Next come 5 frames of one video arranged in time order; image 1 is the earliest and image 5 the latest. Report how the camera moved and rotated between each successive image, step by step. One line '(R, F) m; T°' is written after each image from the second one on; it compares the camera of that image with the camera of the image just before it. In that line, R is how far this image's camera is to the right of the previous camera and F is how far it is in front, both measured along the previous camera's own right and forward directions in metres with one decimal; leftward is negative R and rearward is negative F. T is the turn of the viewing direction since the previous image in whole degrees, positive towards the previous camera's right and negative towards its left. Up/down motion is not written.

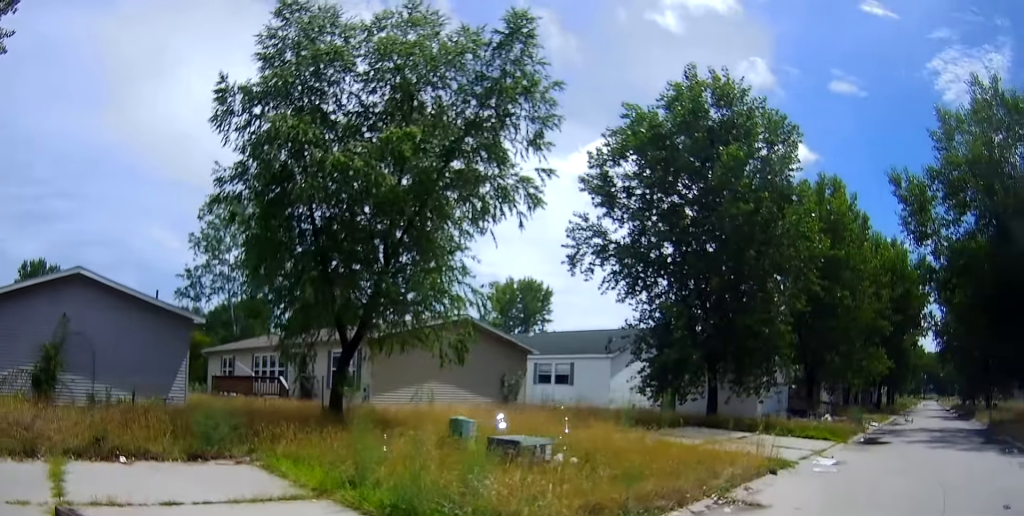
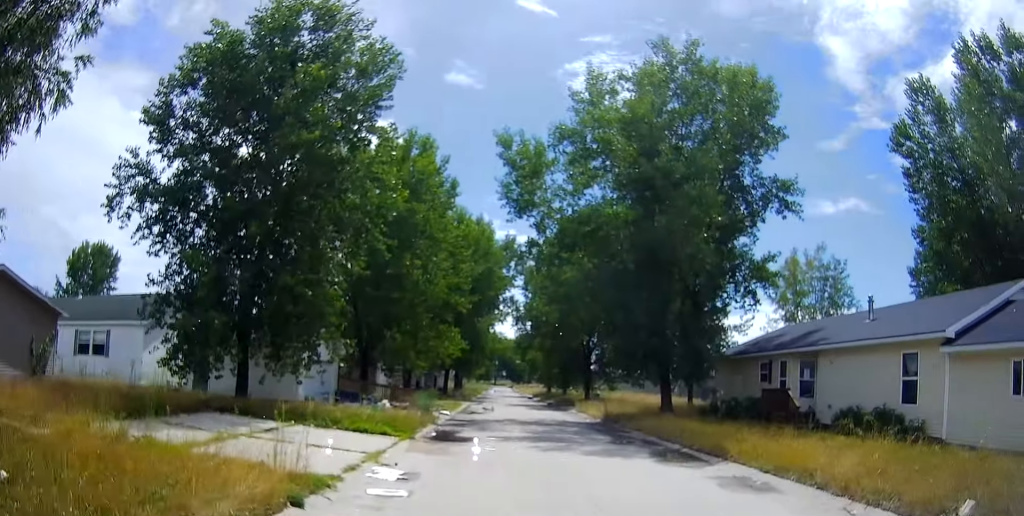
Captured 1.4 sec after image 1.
(+1.9, +3.6) m; +41°
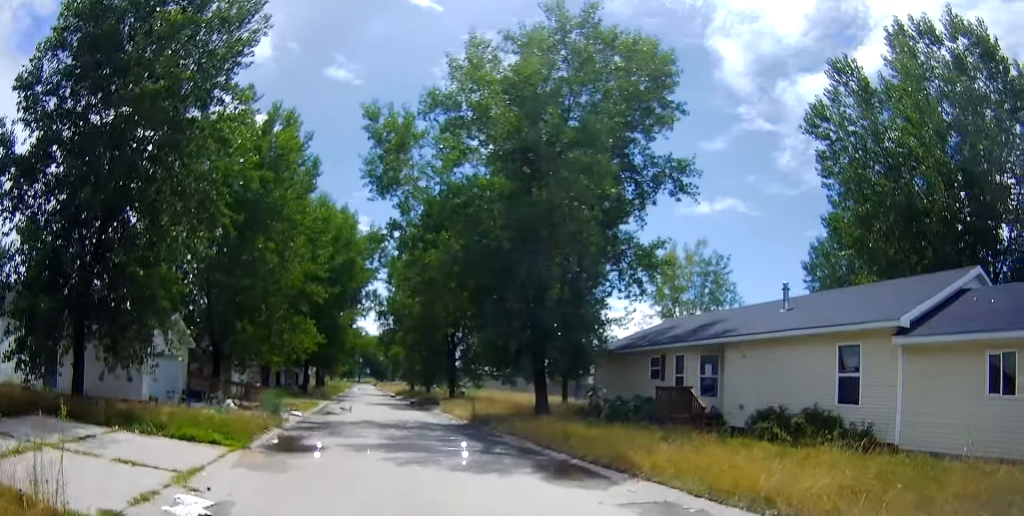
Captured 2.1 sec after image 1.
(0.0, +2.8) m; +8°
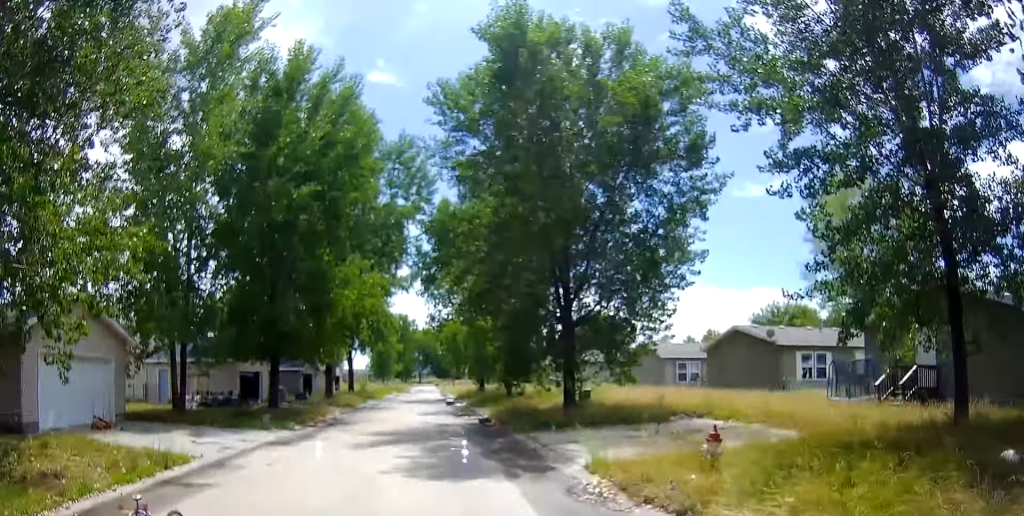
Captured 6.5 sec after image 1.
(+0.2, +25.1) m; -1°
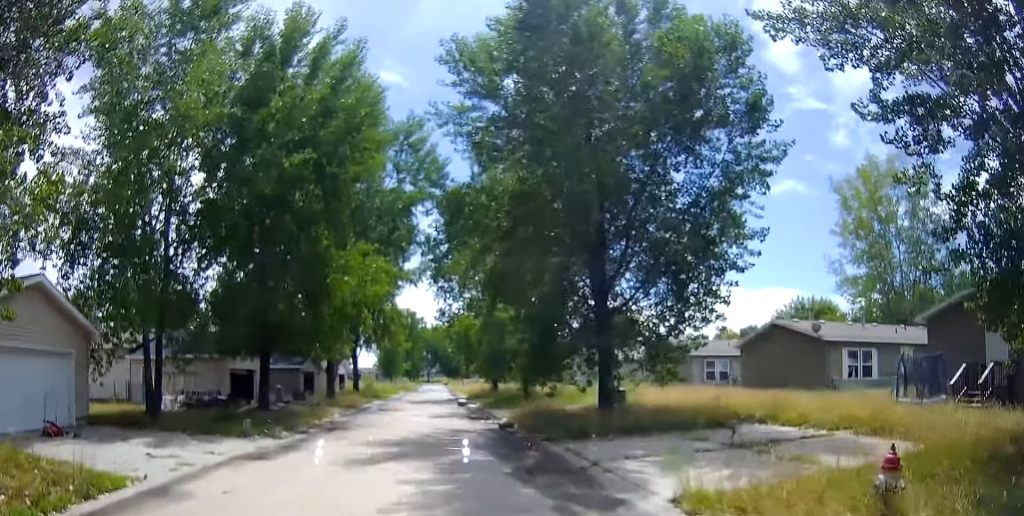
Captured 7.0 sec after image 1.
(-0.3, +3.2) m; -6°
